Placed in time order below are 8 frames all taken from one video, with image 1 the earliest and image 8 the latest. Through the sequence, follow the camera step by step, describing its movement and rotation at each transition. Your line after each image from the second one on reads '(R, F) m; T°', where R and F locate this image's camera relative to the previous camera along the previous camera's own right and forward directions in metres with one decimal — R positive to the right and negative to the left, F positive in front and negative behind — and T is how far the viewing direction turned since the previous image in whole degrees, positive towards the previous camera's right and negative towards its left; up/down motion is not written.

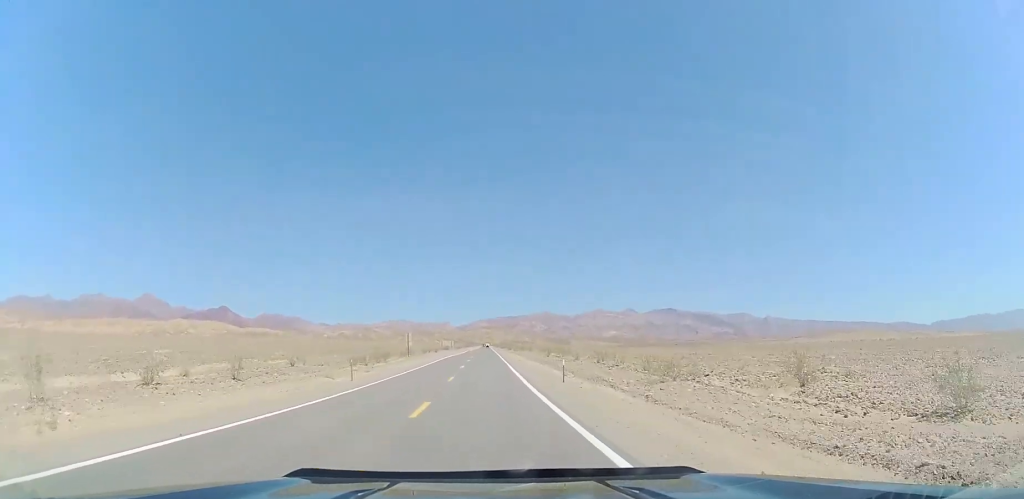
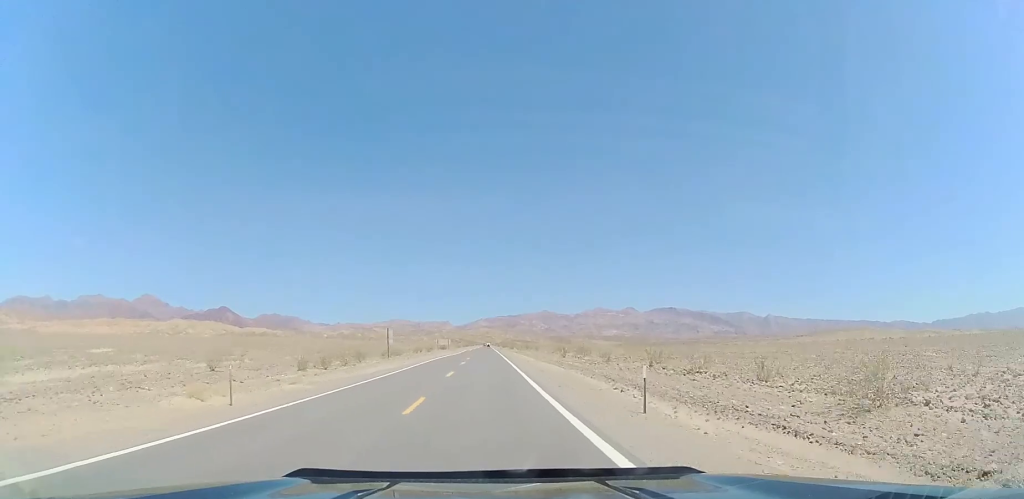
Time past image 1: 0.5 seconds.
(0.0, +15.0) m; 0°
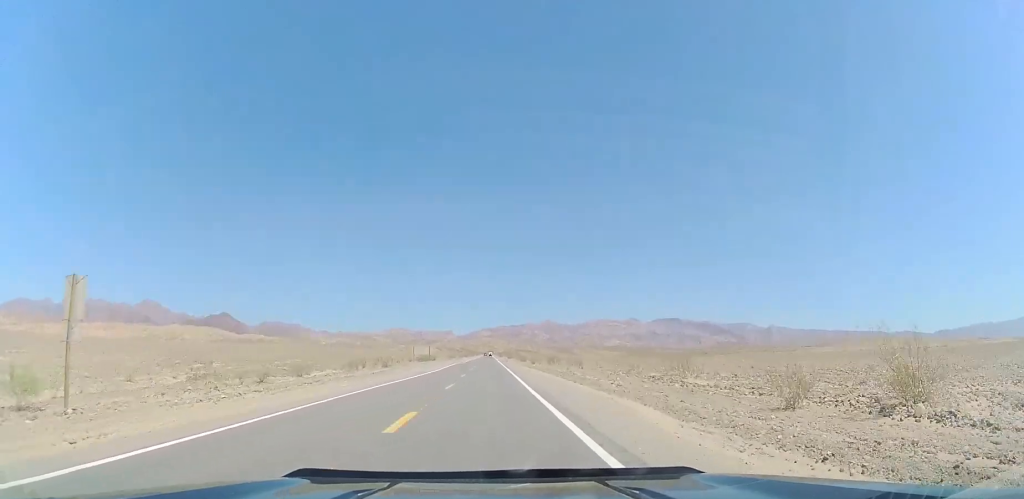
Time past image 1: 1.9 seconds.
(-0.1, +46.0) m; 0°
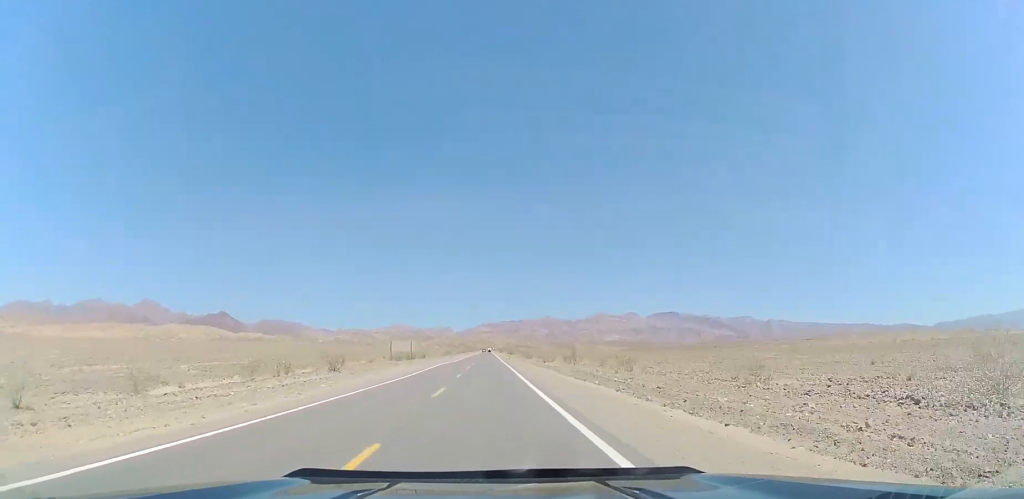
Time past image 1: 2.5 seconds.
(0.0, +20.3) m; 0°
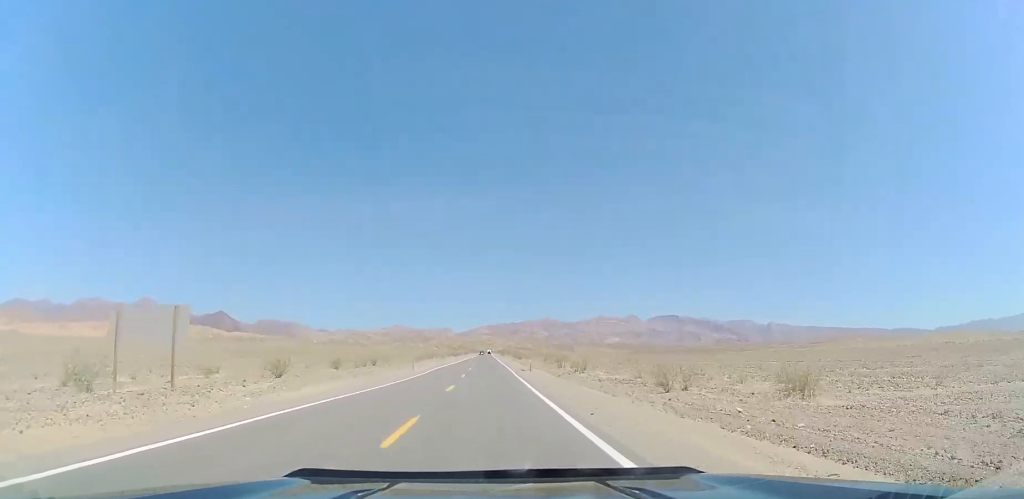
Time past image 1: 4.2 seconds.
(0.0, +54.5) m; 0°
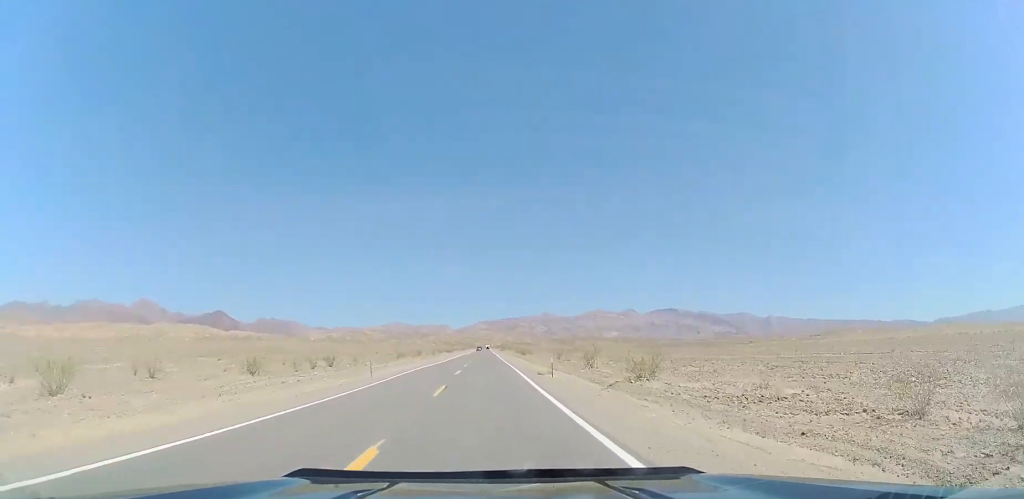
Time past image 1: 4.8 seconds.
(+0.1, +19.1) m; 0°
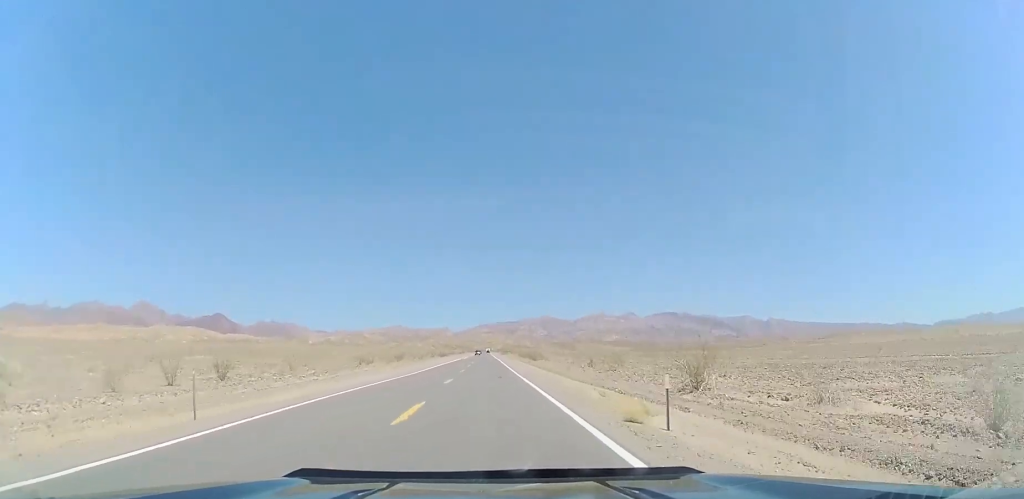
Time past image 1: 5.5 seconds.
(+0.1, +22.3) m; 0°
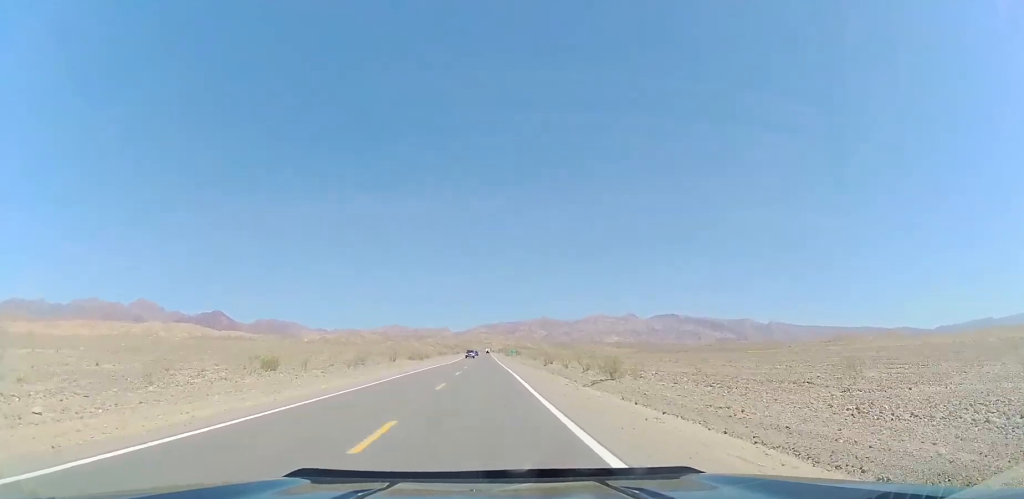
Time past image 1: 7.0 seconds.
(-0.1, +47.7) m; 0°
